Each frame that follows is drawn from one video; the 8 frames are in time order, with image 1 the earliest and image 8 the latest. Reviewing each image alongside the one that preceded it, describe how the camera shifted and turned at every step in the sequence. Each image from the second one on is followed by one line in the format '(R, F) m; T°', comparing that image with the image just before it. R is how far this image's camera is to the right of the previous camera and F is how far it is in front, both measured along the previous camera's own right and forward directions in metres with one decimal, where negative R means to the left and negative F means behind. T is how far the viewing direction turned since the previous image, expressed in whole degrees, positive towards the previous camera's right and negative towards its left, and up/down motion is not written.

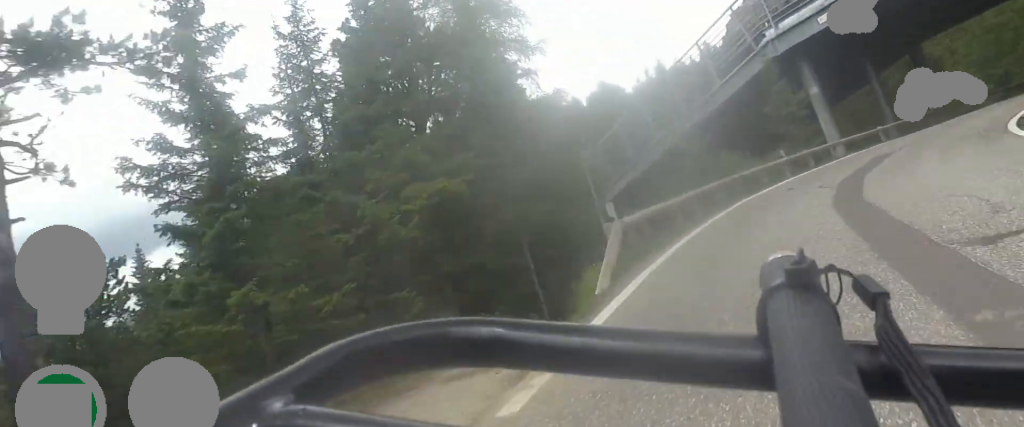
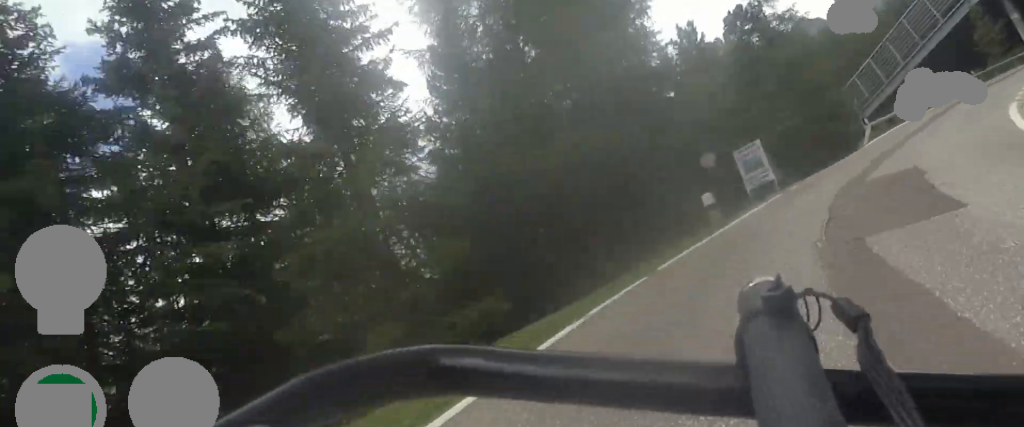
(-4.3, +22.2) m; -23°
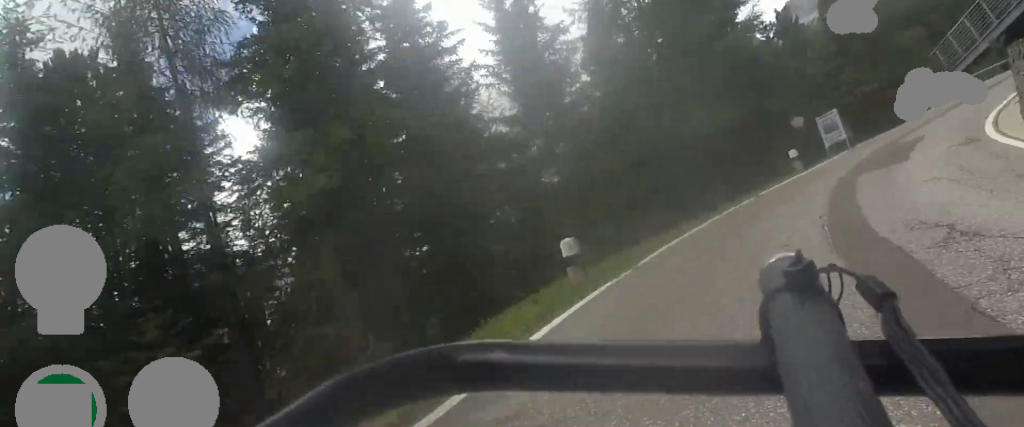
(-0.6, +8.3) m; -12°
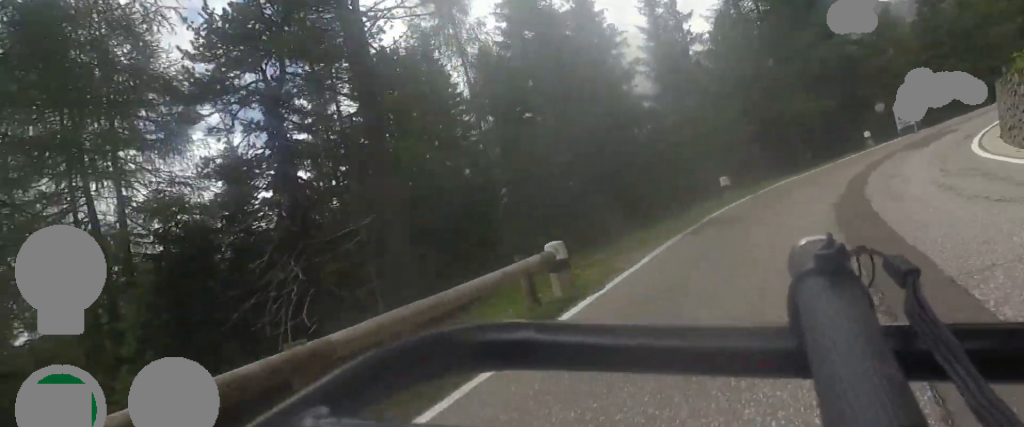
(-1.6, +10.2) m; -6°
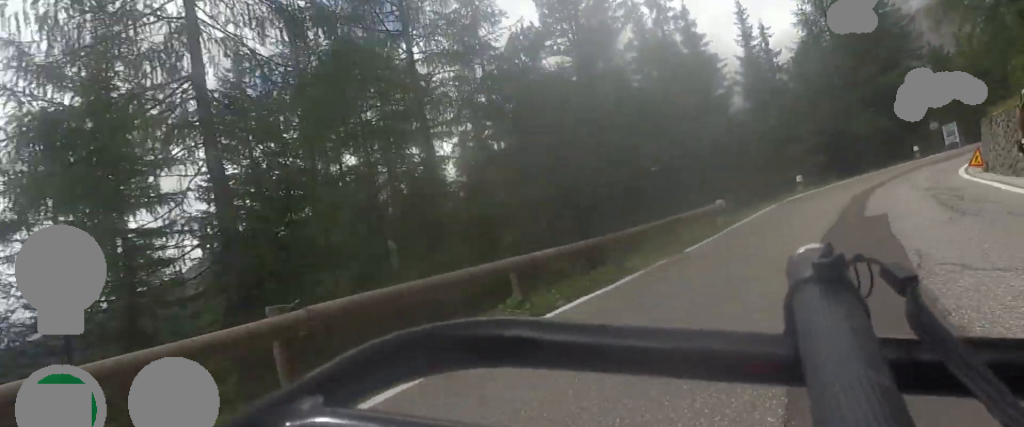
(-0.3, +11.6) m; -6°
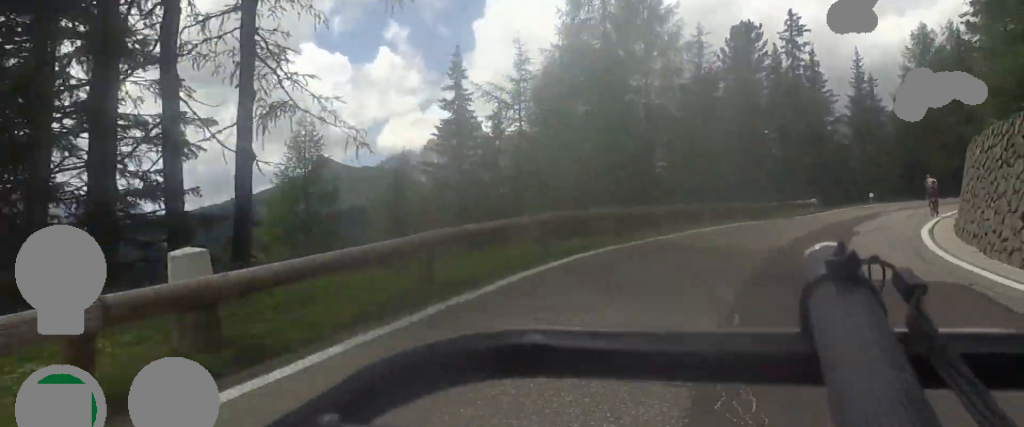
(-2.0, +19.0) m; -8°
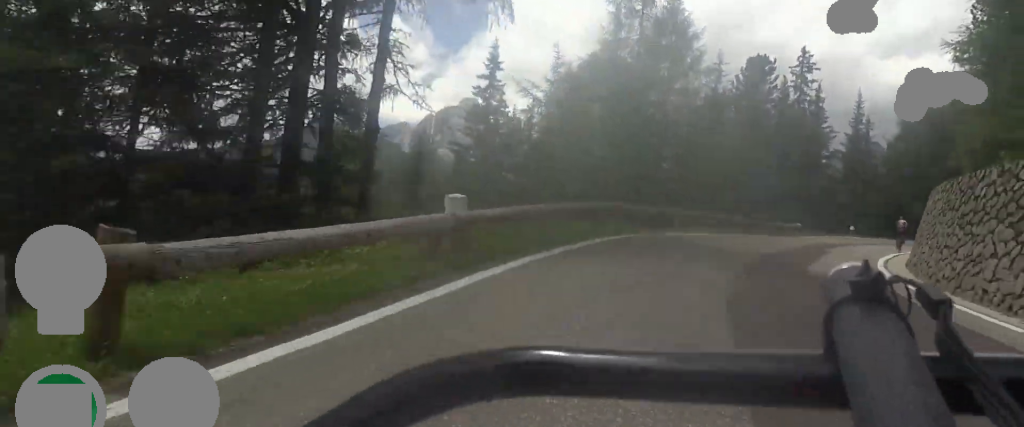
(+0.2, +4.7) m; +2°
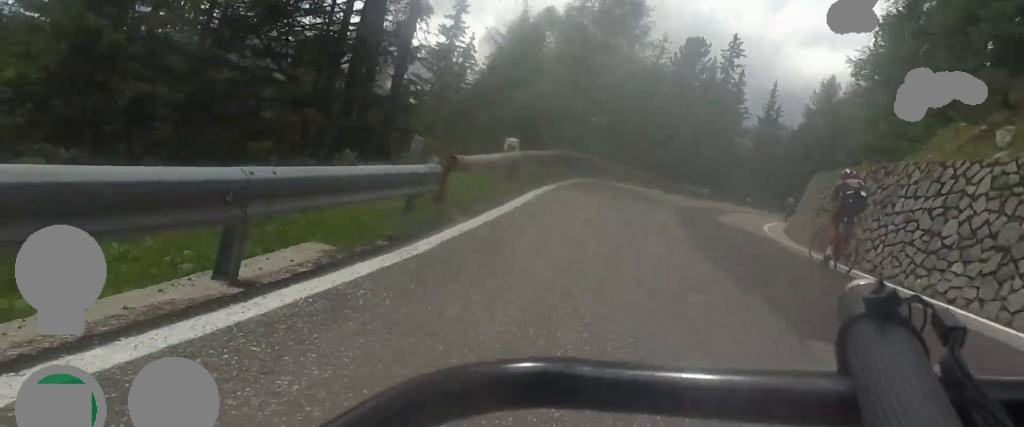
(+0.2, +6.0) m; +3°
